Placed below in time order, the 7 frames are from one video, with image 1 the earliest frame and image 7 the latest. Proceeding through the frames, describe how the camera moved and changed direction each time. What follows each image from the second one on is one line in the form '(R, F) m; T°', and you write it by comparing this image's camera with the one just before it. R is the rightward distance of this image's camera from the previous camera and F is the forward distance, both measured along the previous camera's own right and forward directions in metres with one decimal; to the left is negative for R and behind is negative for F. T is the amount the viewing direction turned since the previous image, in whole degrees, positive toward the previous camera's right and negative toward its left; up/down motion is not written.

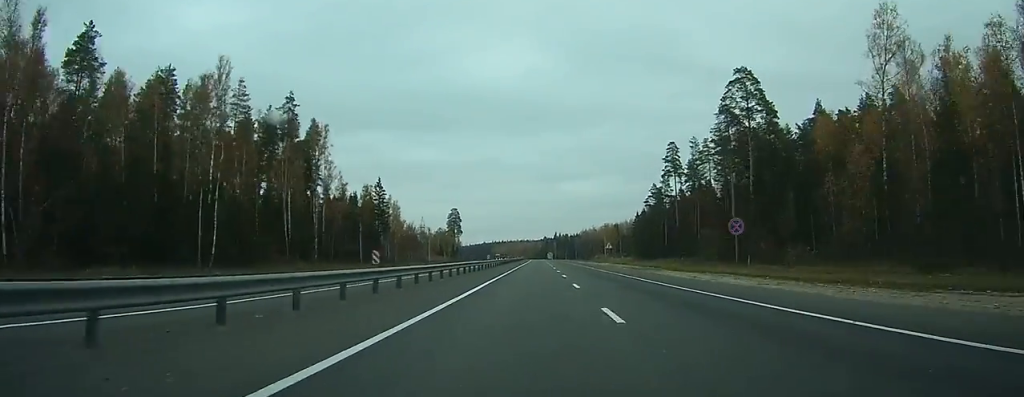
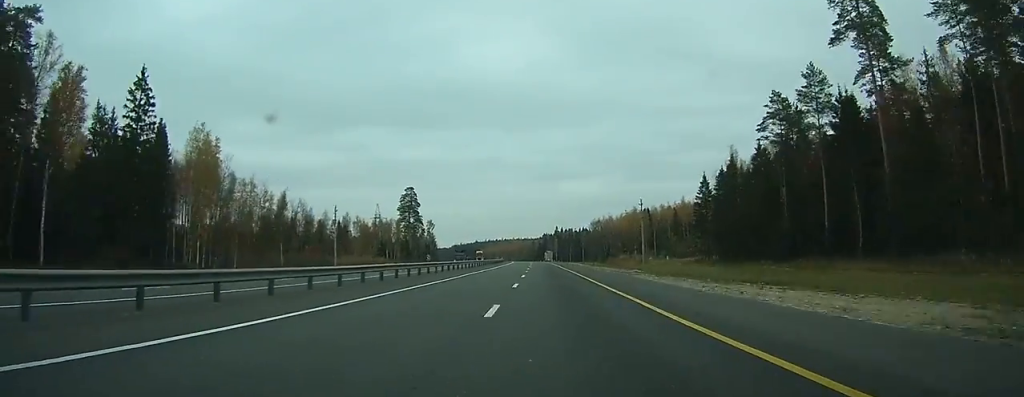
(+0.9, +94.7) m; +1°
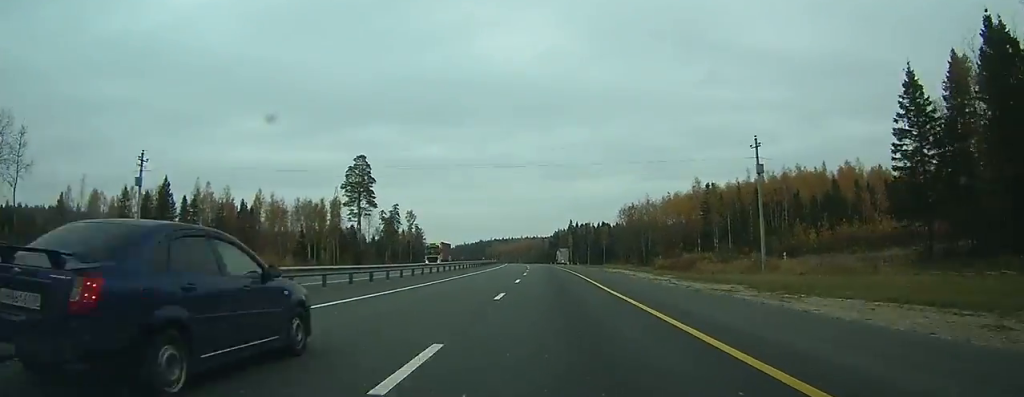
(-0.4, +61.7) m; -1°
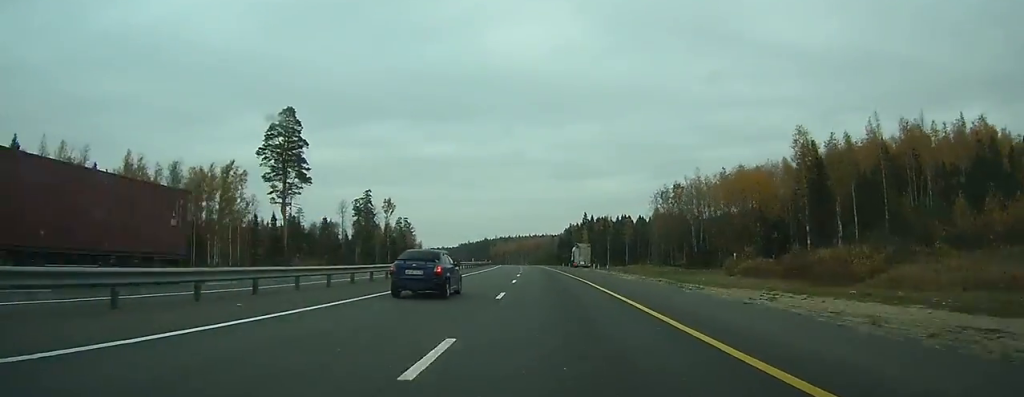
(-0.4, +44.2) m; -1°
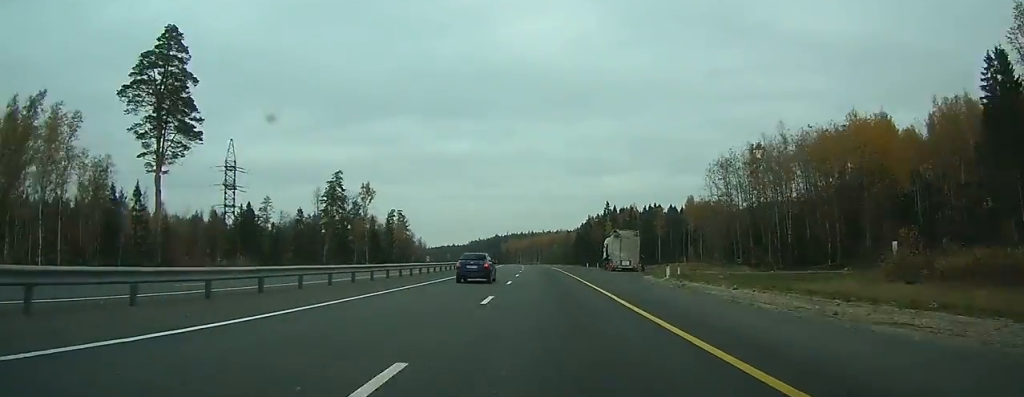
(-0.3, +37.1) m; -1°
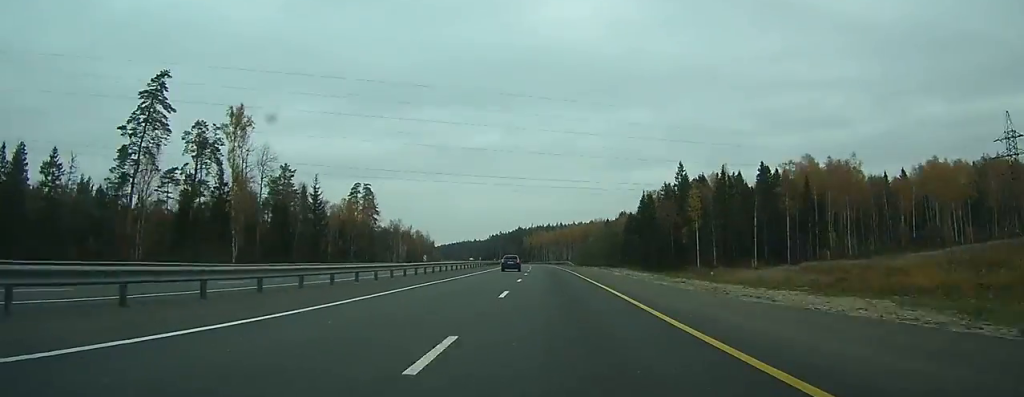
(-2.5, +83.3) m; -3°
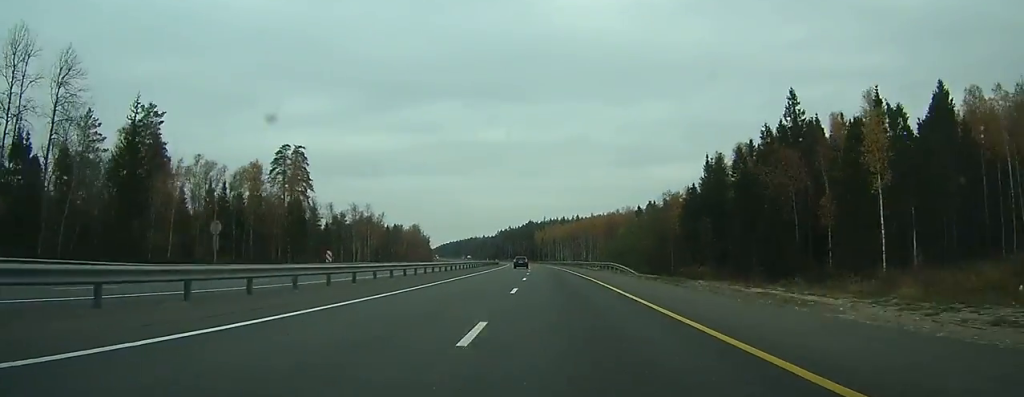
(-1.0, +61.1) m; -1°
